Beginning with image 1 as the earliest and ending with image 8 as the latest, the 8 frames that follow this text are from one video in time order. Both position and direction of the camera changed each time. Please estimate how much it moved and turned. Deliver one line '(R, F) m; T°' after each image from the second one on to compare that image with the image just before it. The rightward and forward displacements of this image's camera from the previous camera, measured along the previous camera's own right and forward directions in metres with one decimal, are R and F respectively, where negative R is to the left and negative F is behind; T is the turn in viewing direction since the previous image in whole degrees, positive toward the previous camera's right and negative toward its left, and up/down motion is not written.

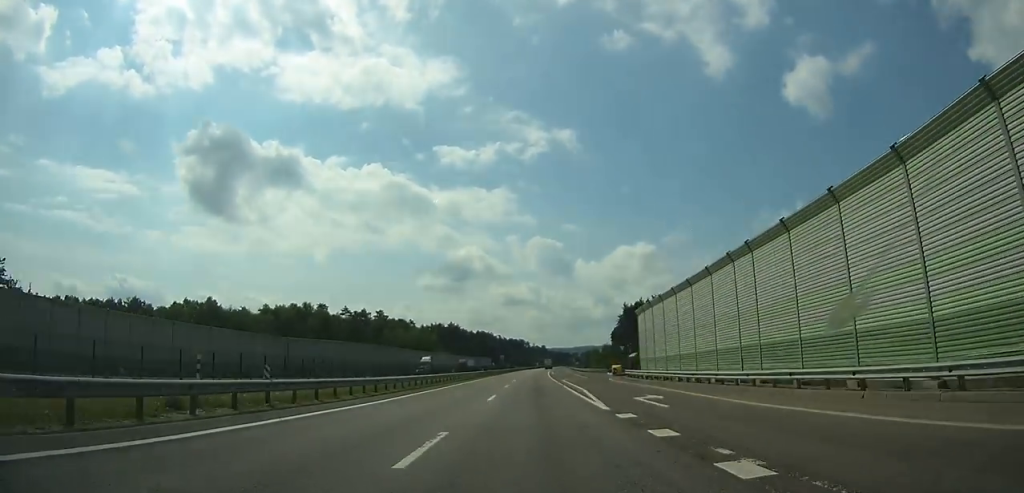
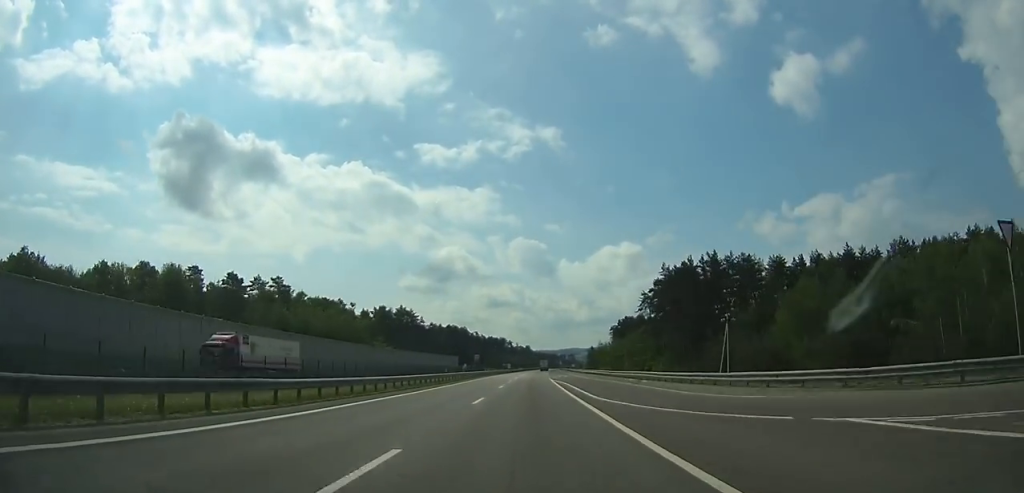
(+1.2, +86.6) m; +1°
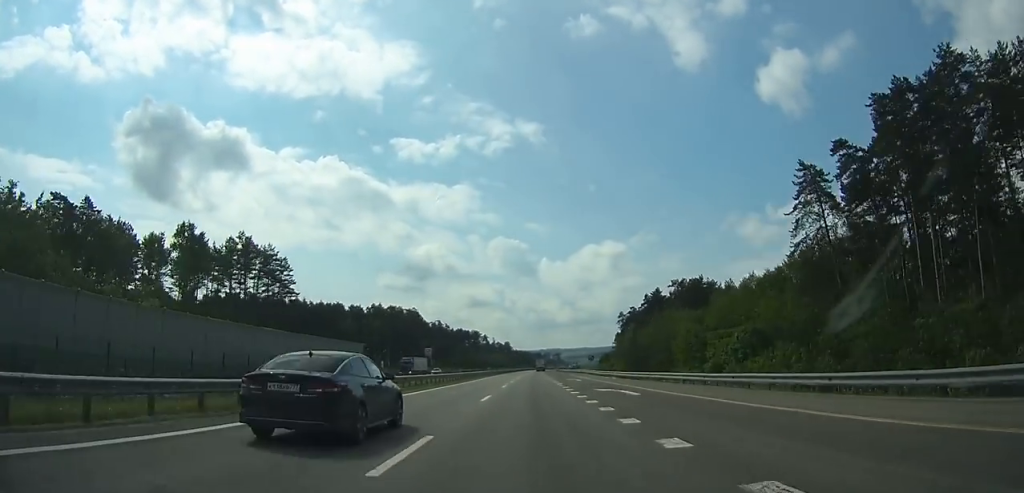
(+1.7, +112.5) m; +2°
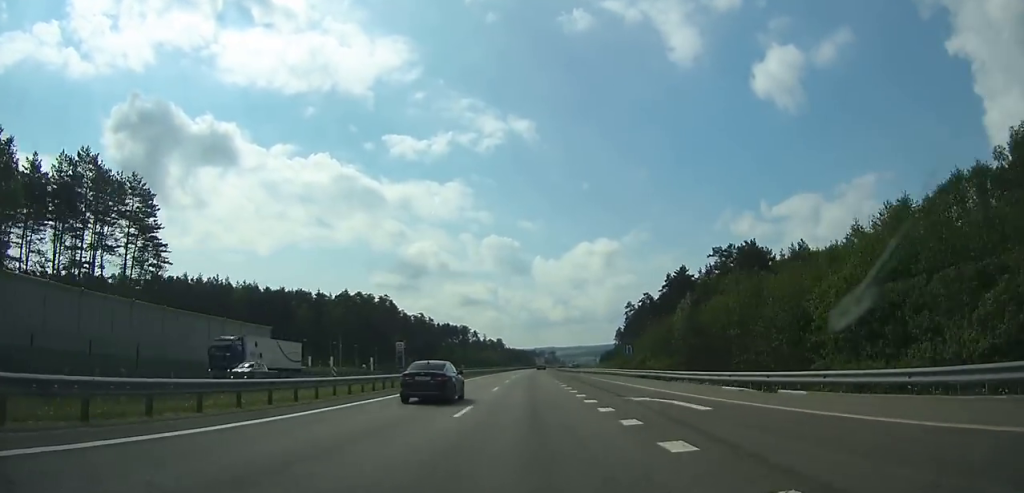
(+0.4, +41.6) m; +1°
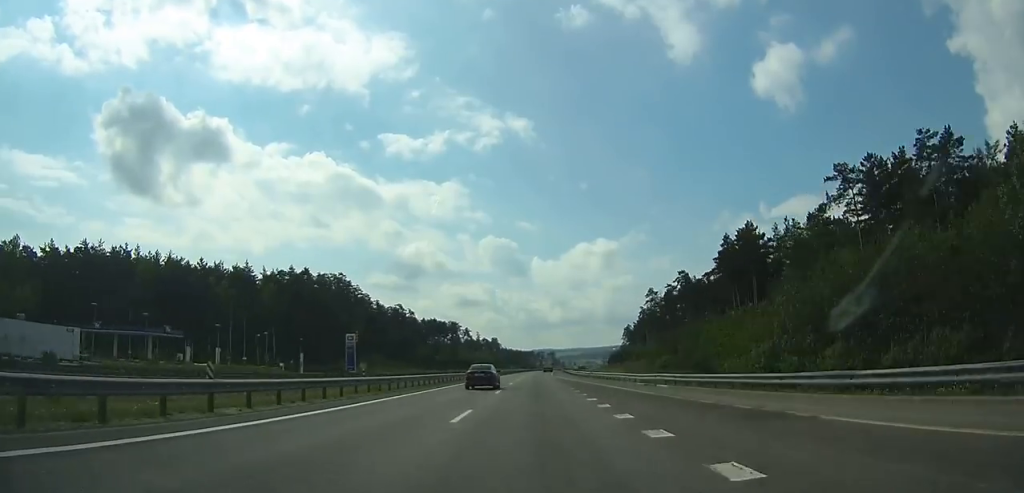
(+0.3, +50.3) m; +1°
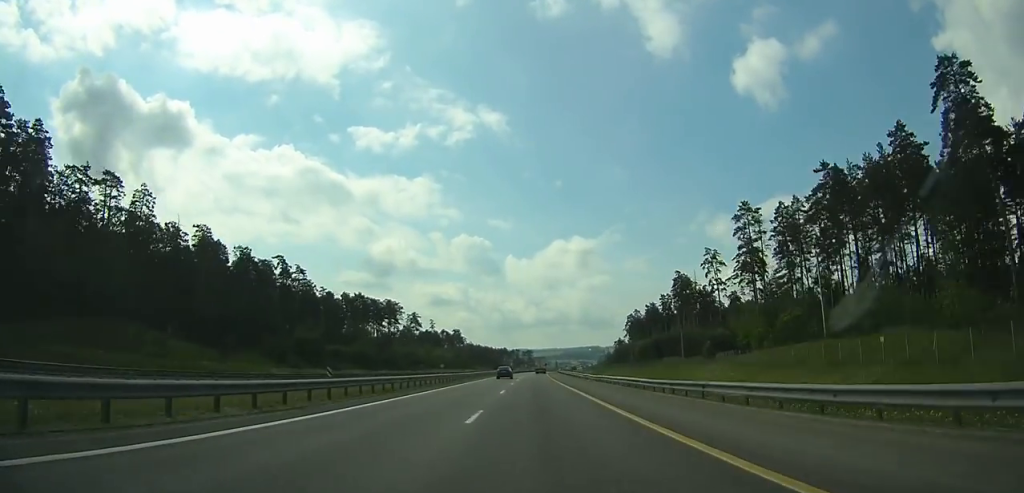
(+1.9, +112.7) m; +2°
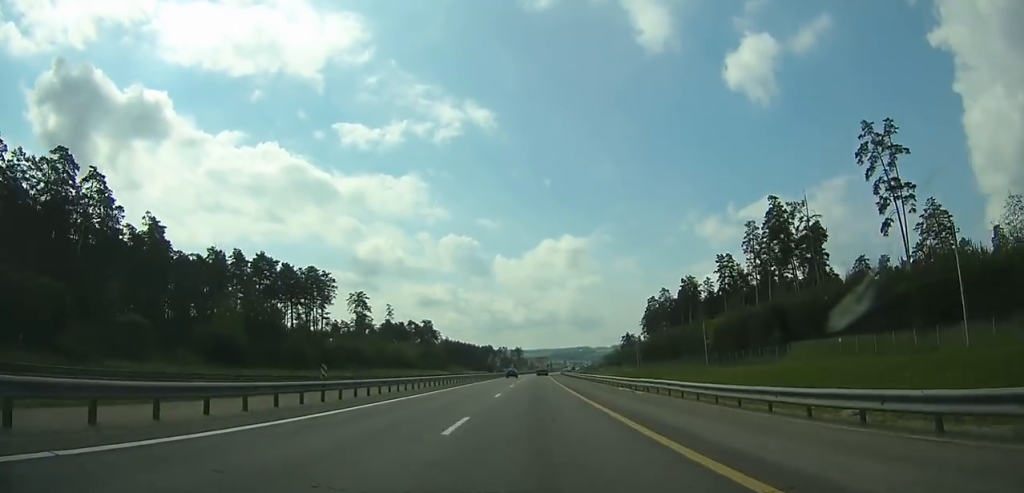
(+1.1, +82.1) m; +1°
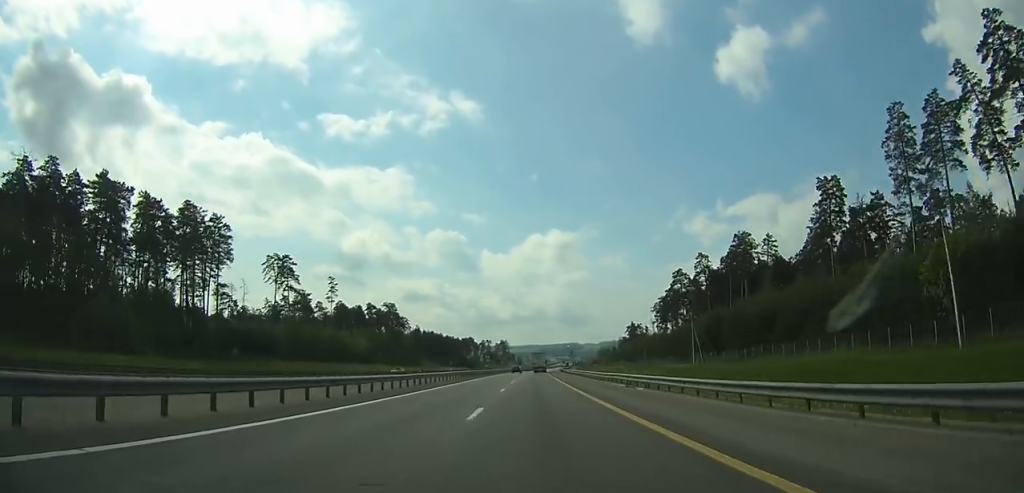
(+0.2, +61.0) m; +1°
